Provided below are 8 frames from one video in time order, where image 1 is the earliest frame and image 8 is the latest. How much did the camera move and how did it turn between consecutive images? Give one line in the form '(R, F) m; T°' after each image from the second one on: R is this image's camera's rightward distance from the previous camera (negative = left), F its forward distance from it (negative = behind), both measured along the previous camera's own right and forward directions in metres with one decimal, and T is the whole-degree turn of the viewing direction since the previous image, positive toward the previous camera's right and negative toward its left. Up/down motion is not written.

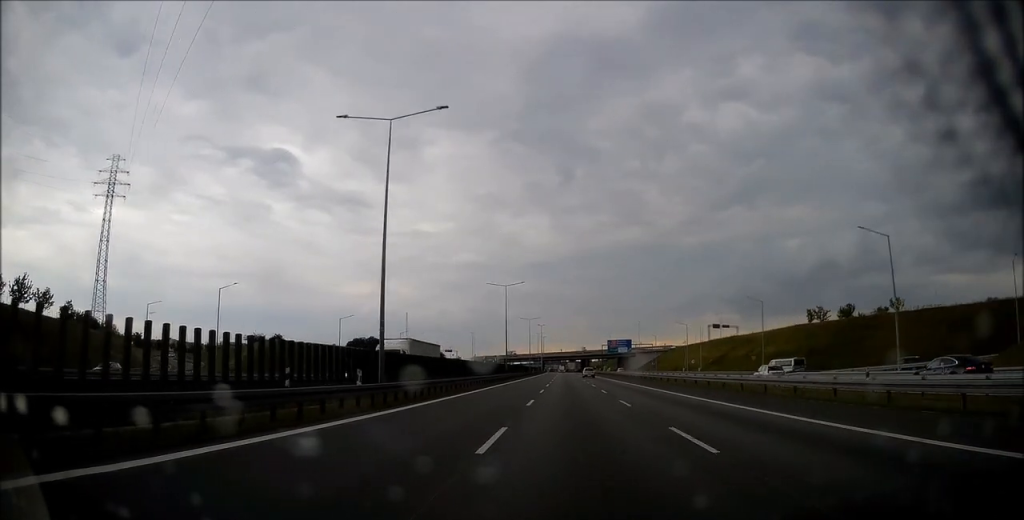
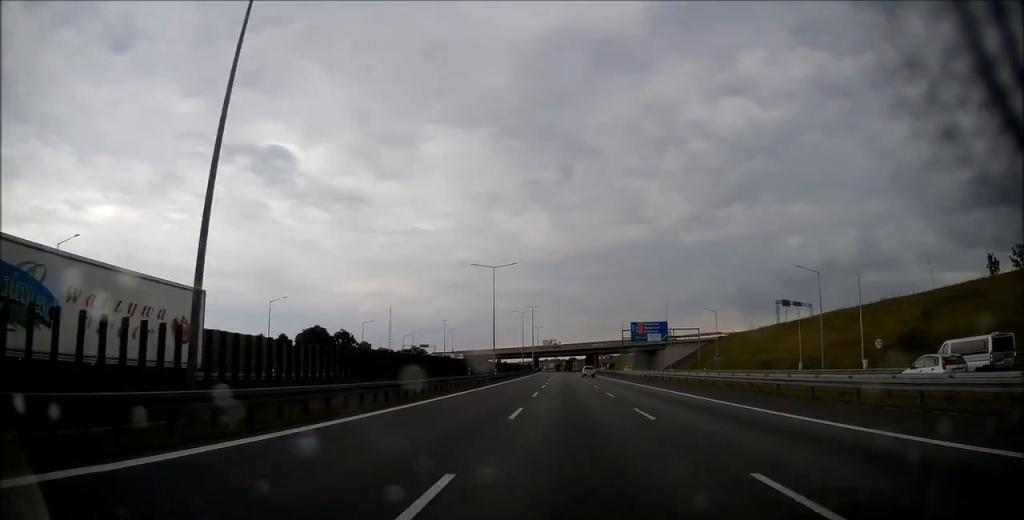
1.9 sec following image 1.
(-0.1, +66.6) m; 0°
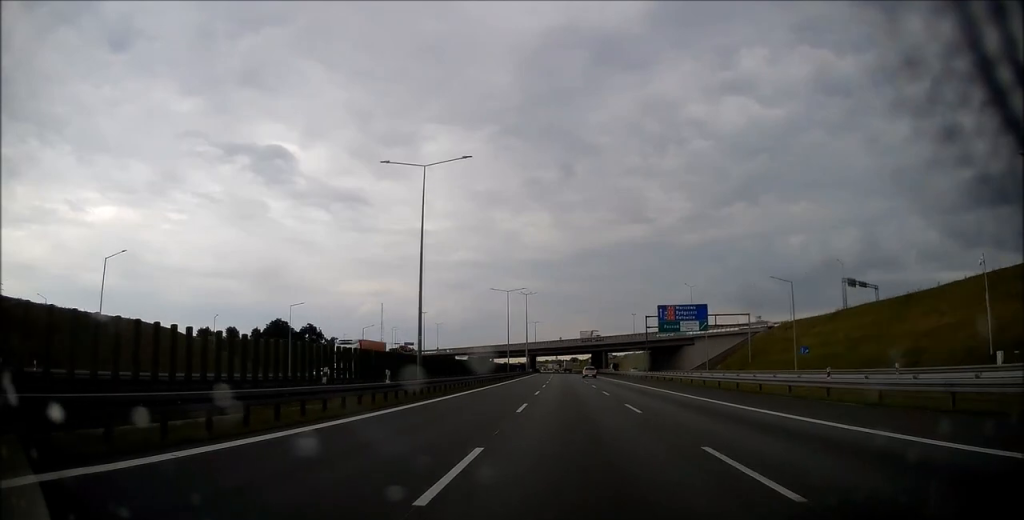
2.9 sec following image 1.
(0.0, +34.0) m; 0°
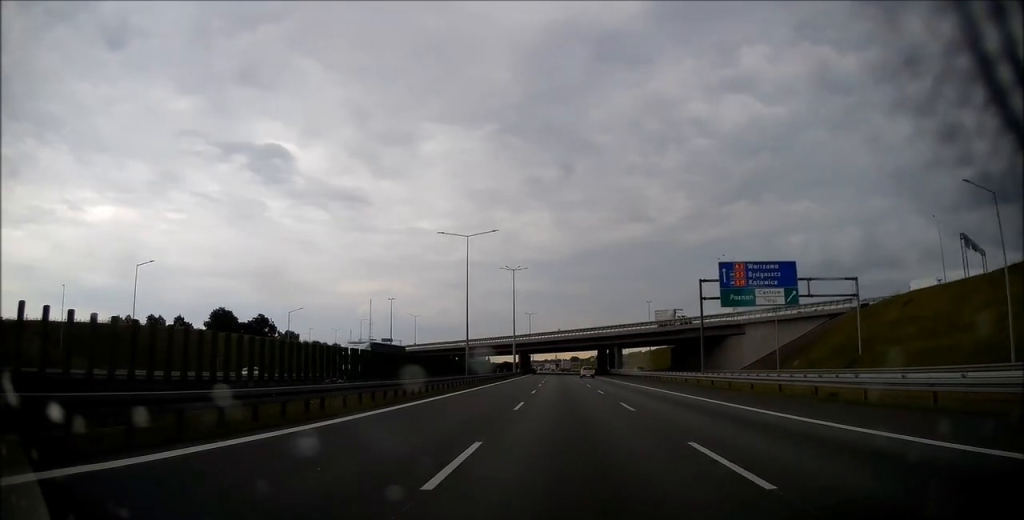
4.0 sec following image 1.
(0.0, +35.8) m; +1°
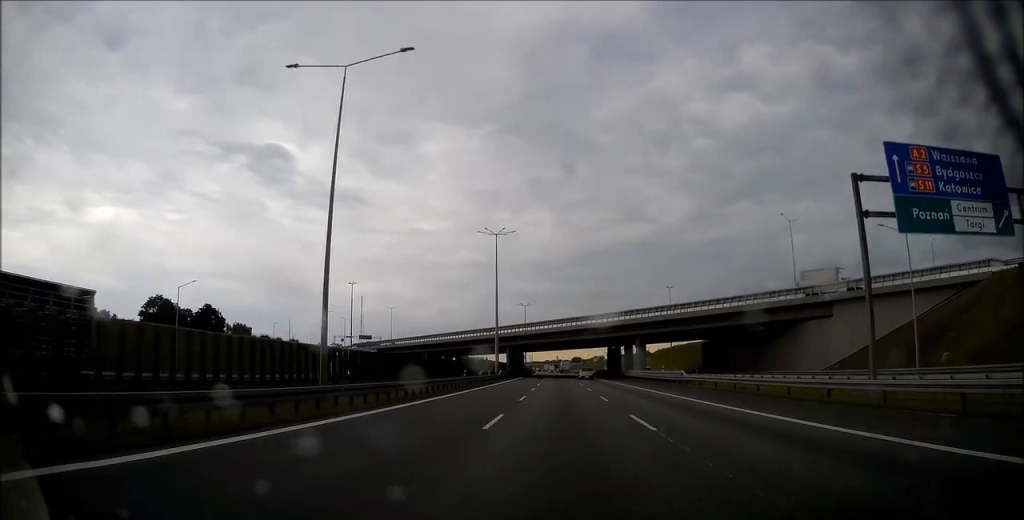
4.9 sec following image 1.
(+0.3, +29.9) m; 0°
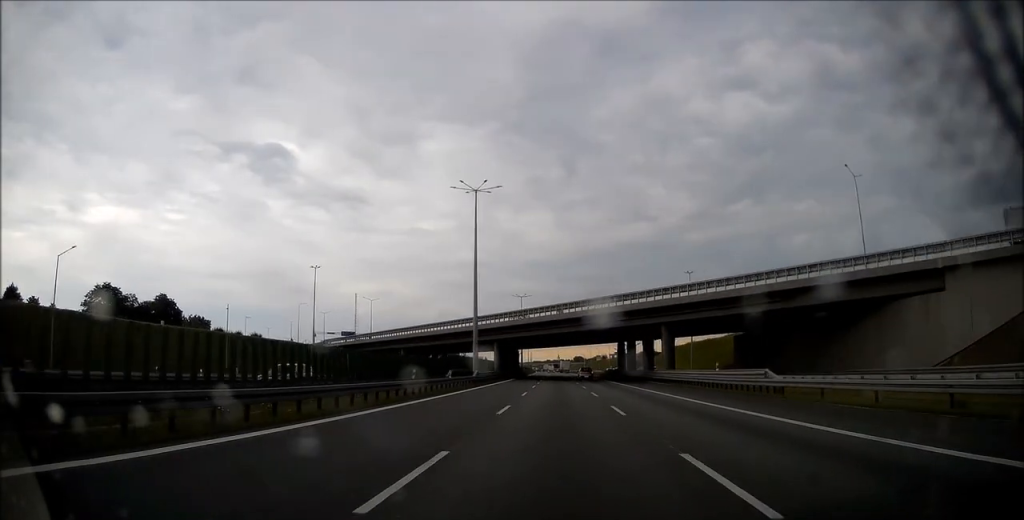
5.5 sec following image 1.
(-0.1, +19.8) m; -1°
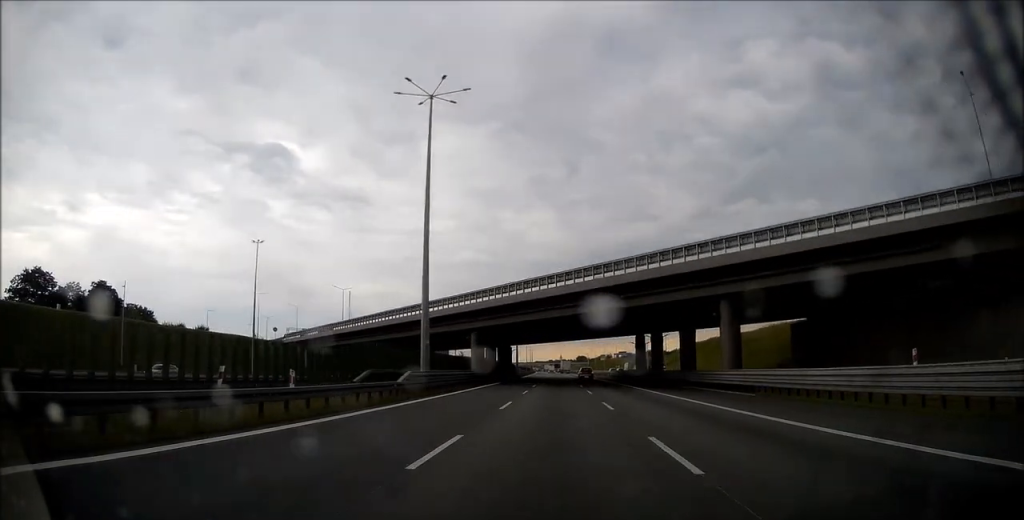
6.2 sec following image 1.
(-0.1, +21.9) m; -1°
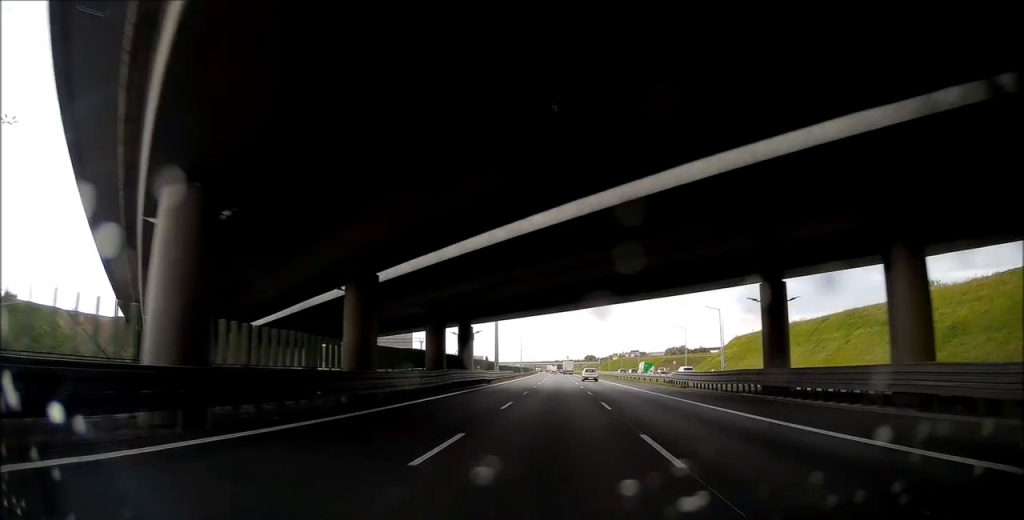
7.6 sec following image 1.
(-0.1, +48.1) m; 0°
